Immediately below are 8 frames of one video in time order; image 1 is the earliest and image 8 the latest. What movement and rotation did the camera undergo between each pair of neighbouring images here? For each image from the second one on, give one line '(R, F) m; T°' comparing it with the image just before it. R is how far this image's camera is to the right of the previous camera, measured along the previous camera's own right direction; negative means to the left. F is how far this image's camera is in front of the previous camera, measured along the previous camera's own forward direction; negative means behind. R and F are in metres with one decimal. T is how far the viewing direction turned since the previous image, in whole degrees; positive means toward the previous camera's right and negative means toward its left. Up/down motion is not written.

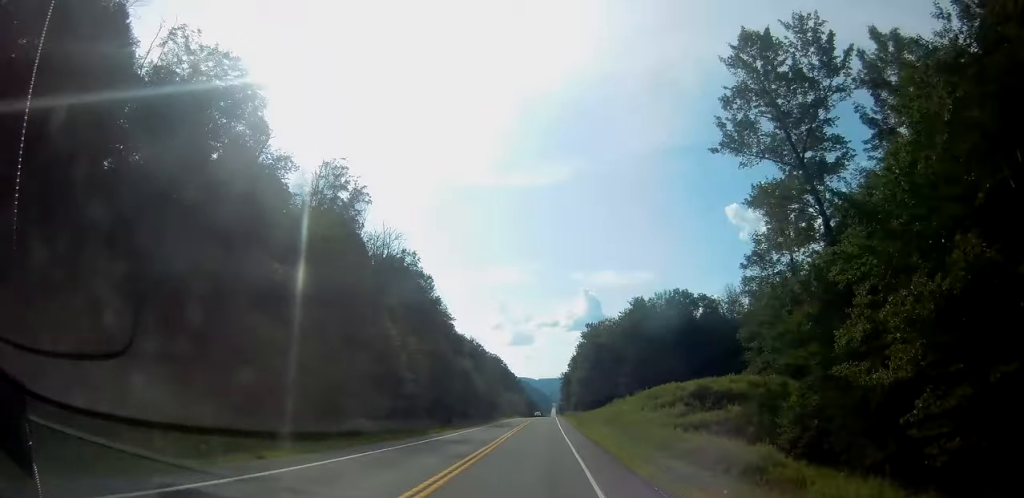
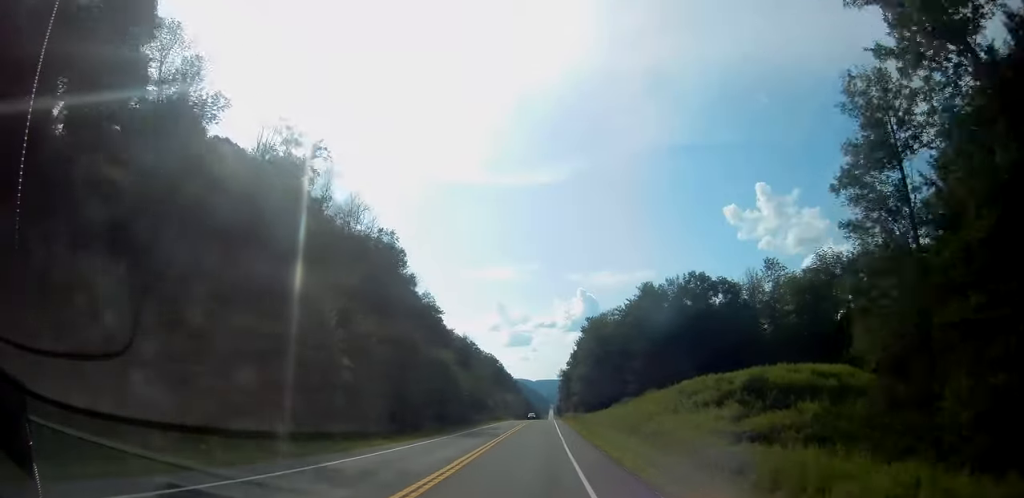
(+0.1, +15.7) m; 0°
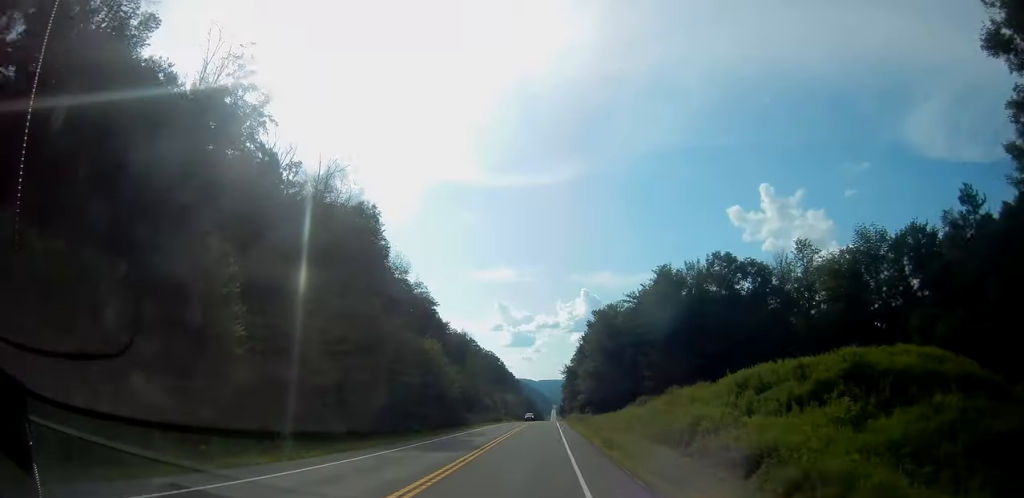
(0.0, +14.0) m; 0°
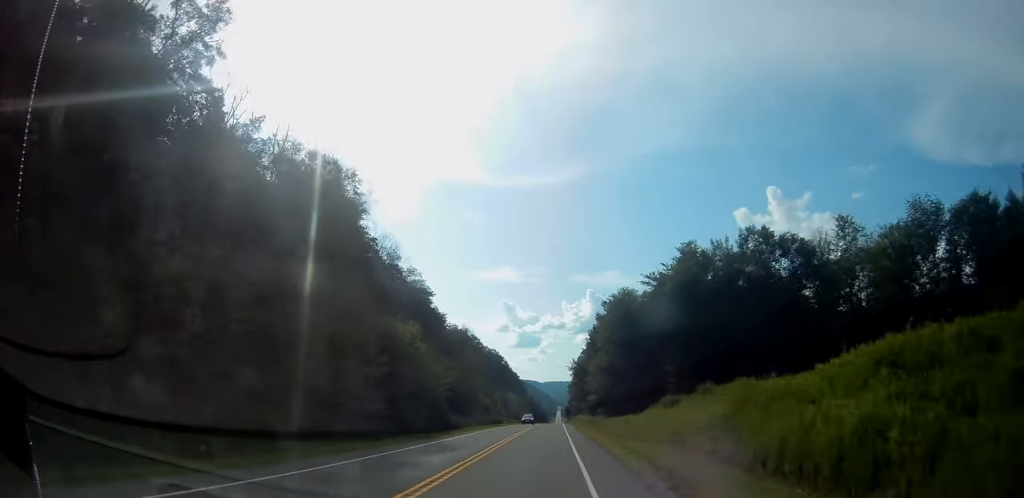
(-0.1, +14.1) m; 0°
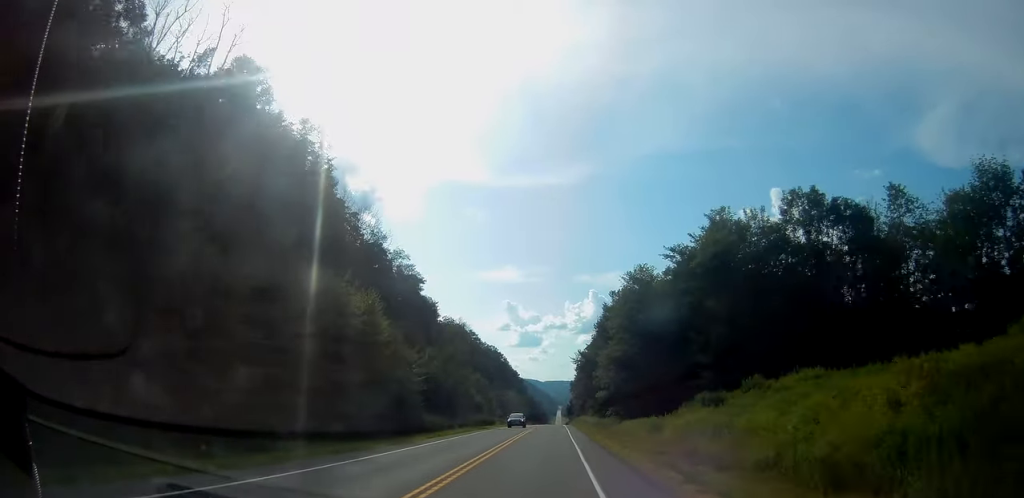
(-0.1, +14.9) m; 0°
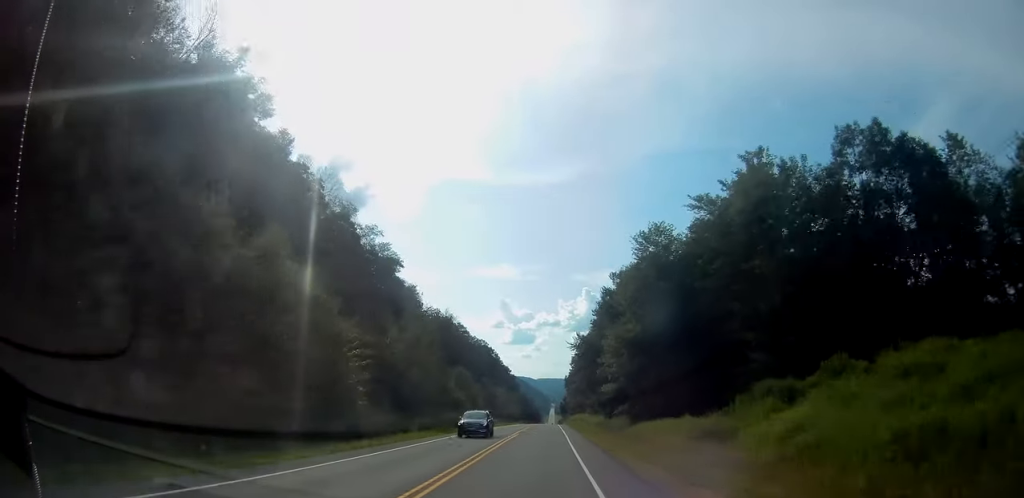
(0.0, +15.8) m; 0°
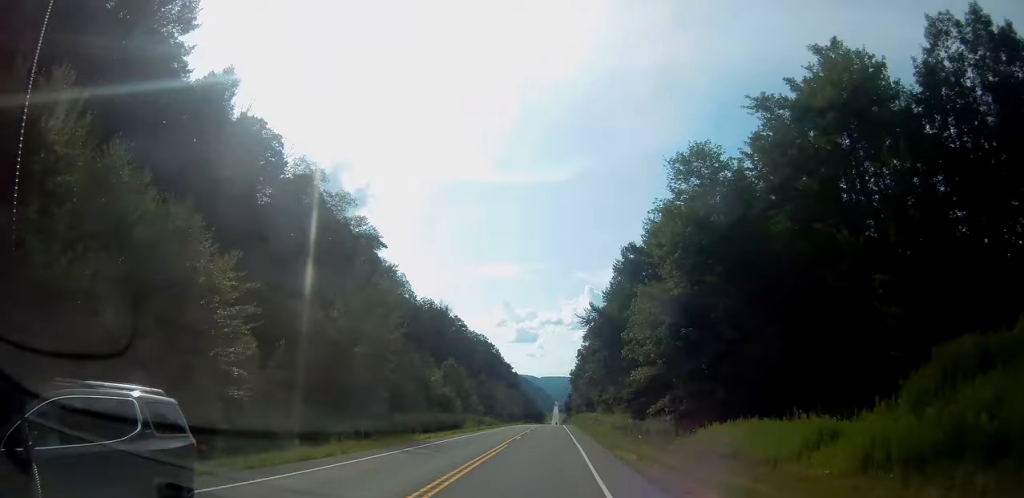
(0.0, +17.4) m; 0°
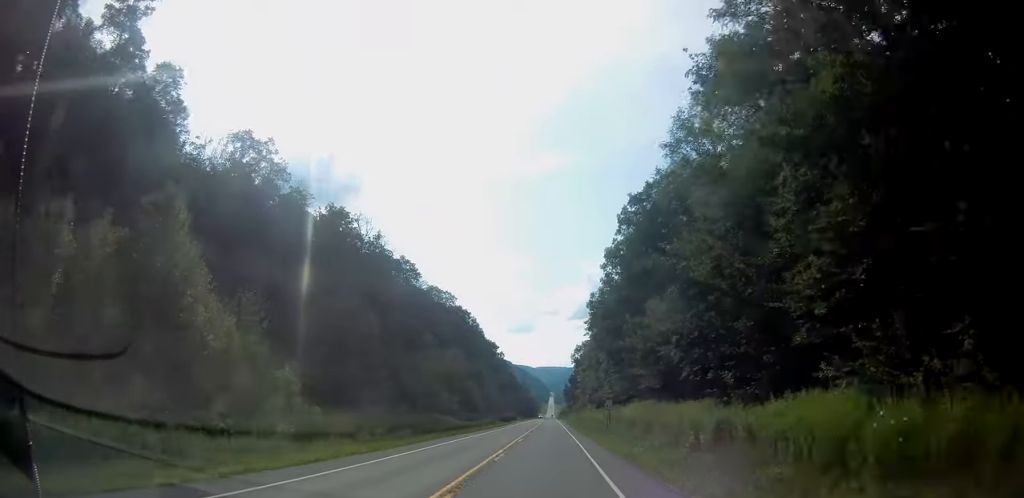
(+0.3, +88.5) m; 0°
